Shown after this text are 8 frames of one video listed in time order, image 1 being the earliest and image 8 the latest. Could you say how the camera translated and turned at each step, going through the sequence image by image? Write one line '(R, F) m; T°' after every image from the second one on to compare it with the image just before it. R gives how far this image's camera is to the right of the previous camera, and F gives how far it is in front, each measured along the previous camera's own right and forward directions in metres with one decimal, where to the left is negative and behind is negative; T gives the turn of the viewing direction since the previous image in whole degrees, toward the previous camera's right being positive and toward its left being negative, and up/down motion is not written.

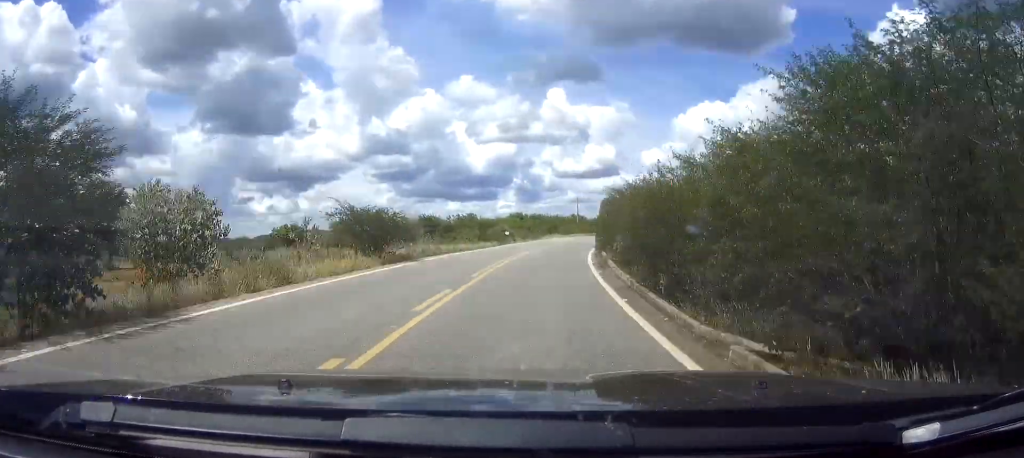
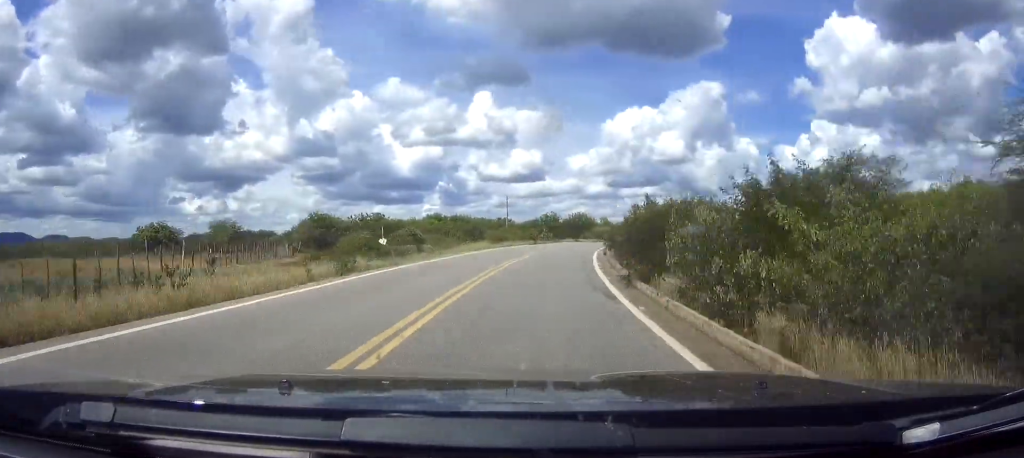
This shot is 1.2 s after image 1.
(+0.9, +32.2) m; +6°
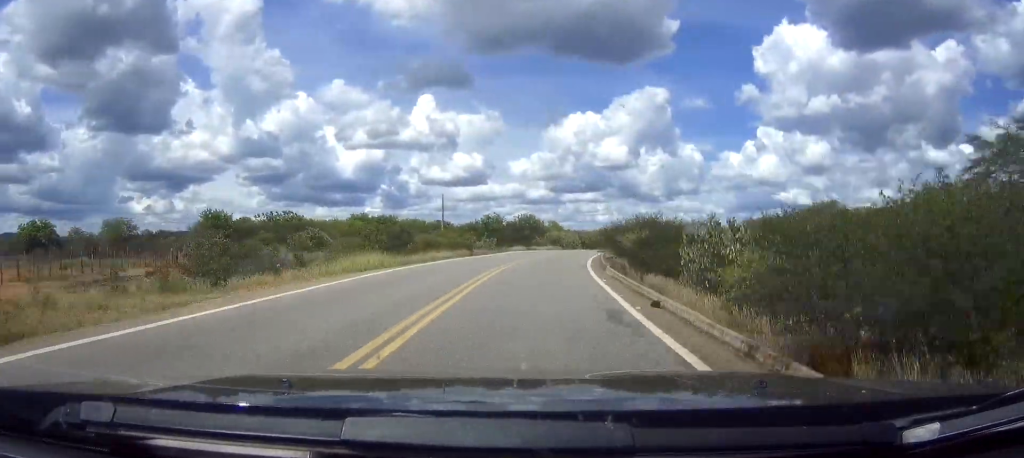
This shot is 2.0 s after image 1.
(+0.7, +23.6) m; +6°
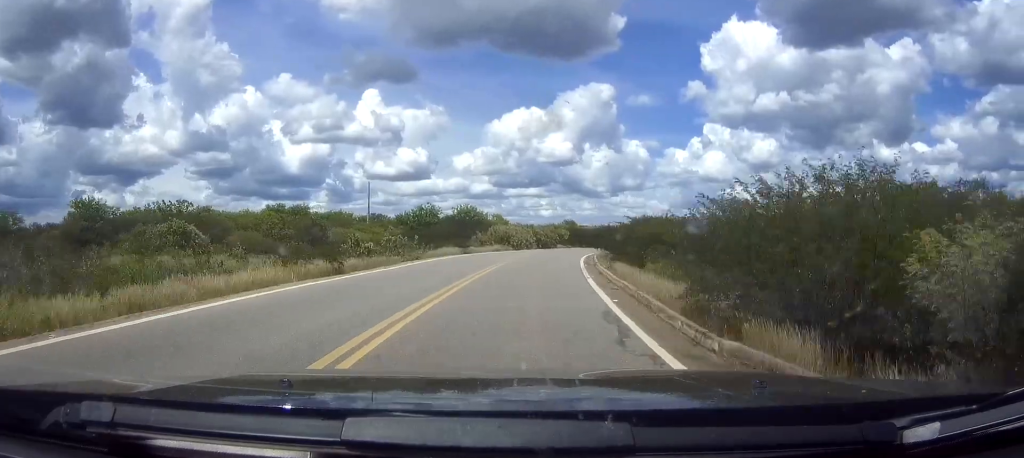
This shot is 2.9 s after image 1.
(+0.6, +23.8) m; +5°
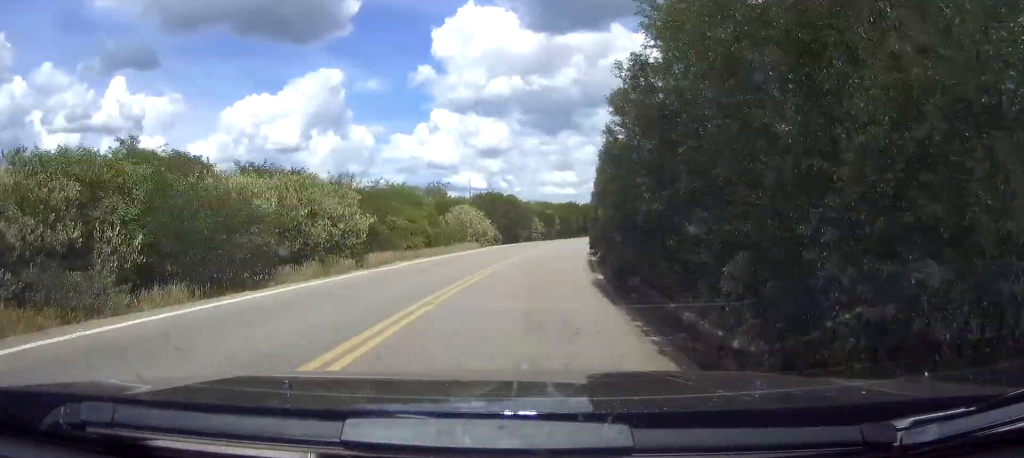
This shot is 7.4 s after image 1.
(+21.1, +129.1) m; +19°
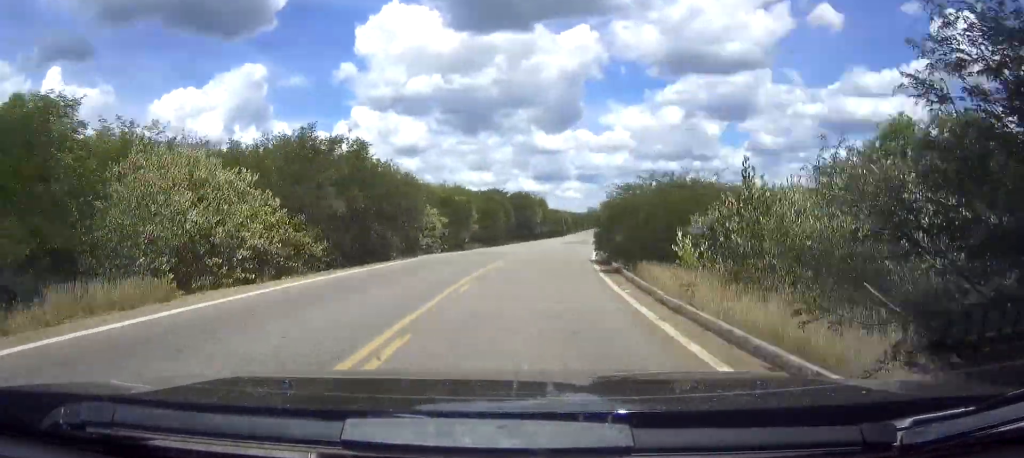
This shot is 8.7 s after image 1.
(+2.3, +33.1) m; +7°
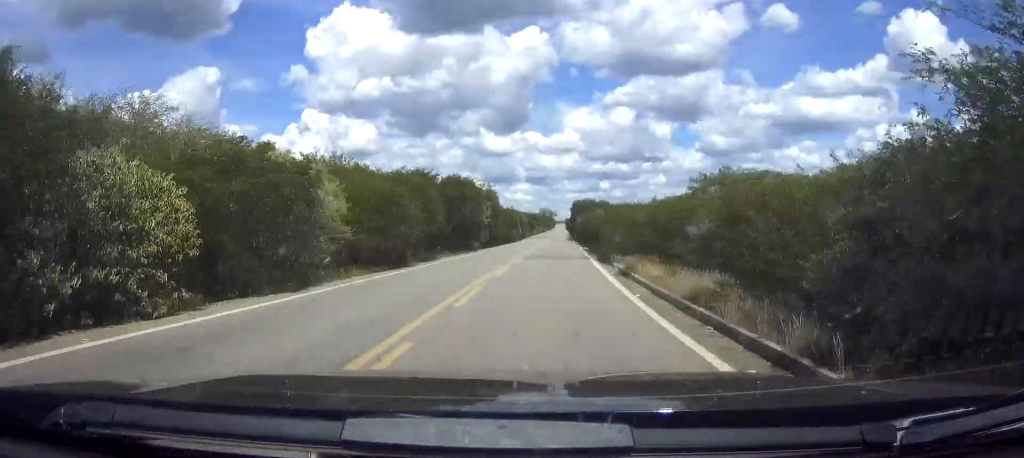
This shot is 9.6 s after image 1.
(+0.2, +23.5) m; +5°
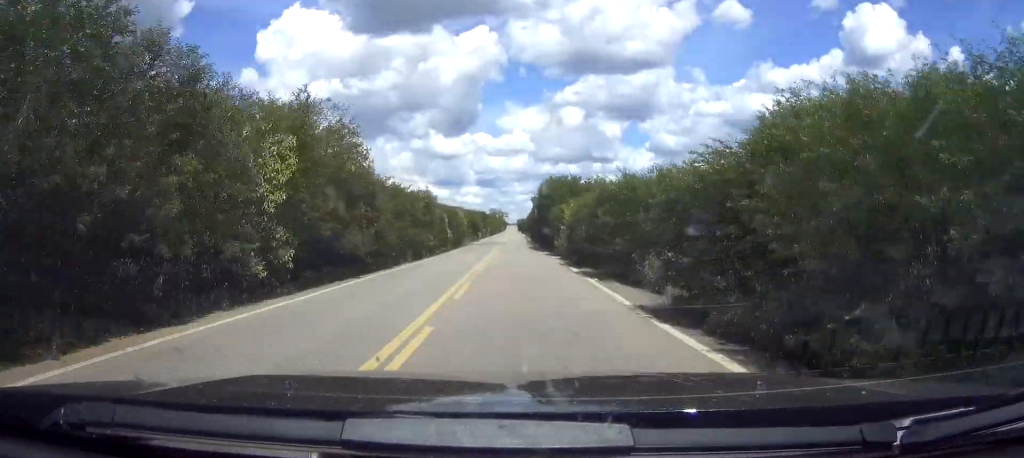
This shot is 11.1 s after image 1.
(+2.9, +39.2) m; +4°
